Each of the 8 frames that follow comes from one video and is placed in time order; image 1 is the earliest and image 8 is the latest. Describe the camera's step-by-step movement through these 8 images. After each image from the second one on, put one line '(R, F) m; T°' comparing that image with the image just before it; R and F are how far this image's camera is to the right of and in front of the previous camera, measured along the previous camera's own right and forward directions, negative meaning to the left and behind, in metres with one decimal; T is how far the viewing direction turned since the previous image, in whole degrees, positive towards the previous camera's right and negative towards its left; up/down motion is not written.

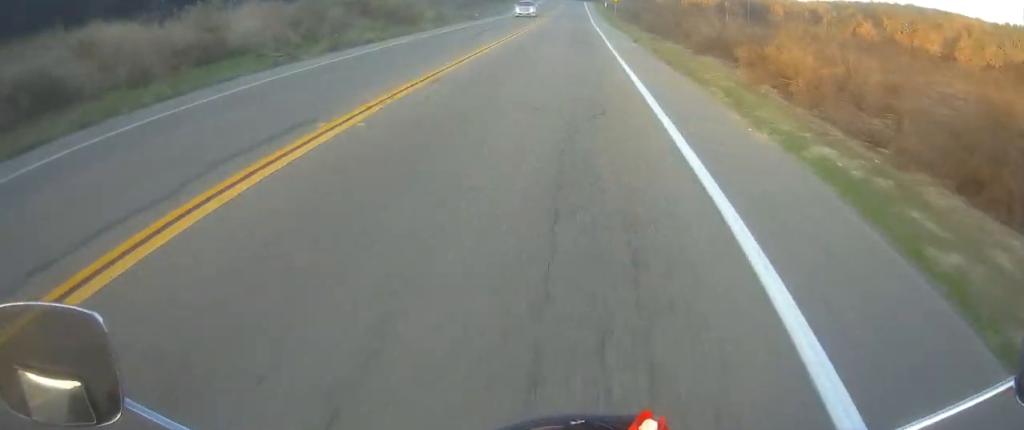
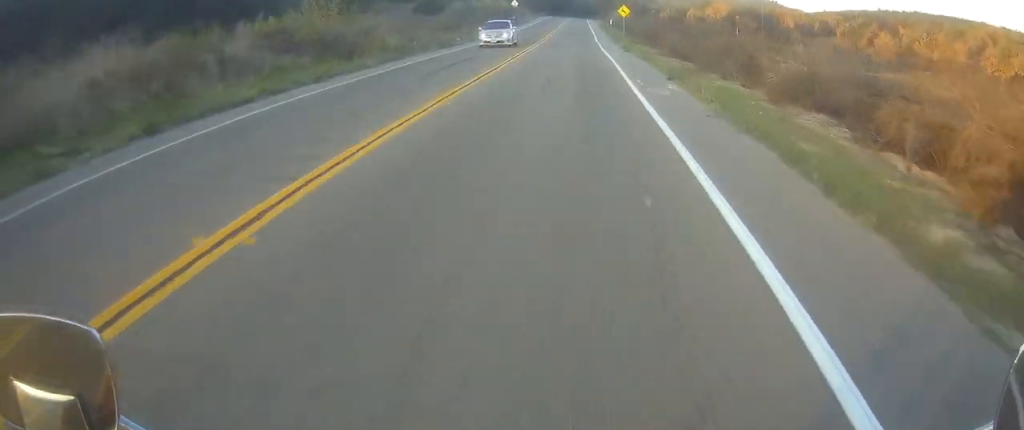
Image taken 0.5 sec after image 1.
(0.0, +10.5) m; 0°
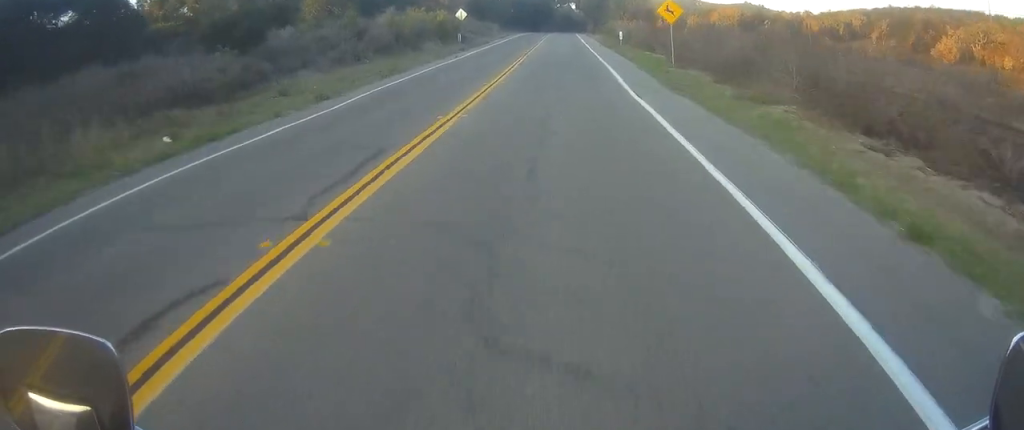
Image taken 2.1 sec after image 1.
(+0.1, +36.8) m; 0°
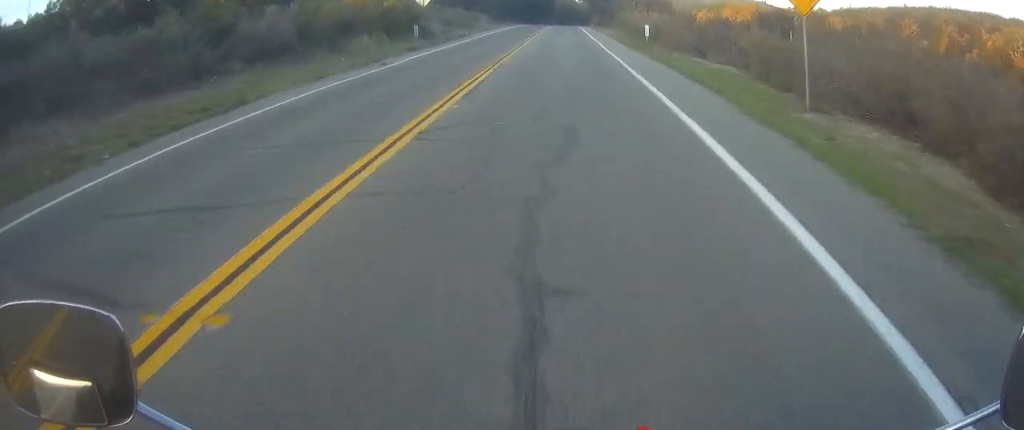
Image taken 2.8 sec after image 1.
(0.0, +16.1) m; 0°
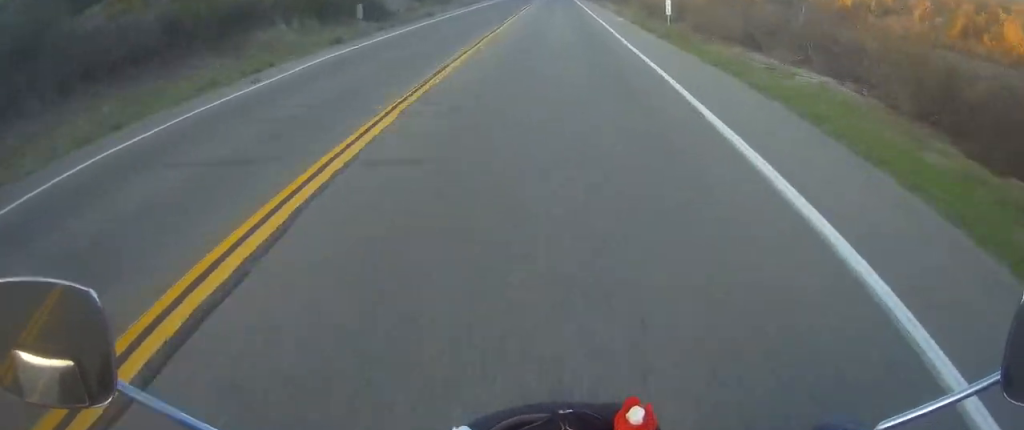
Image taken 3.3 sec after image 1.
(0.0, +9.5) m; +1°
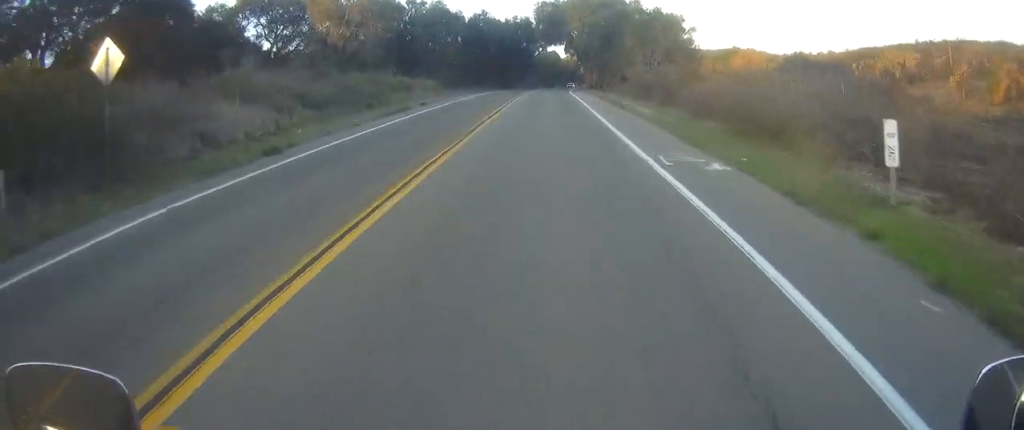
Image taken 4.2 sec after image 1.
(+0.1, +19.9) m; +1°
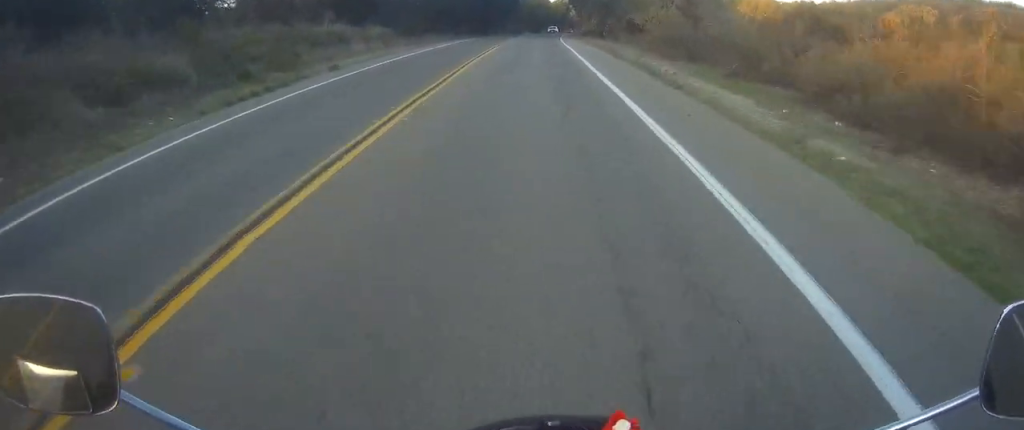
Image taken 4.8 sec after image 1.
(+0.2, +14.9) m; +1°
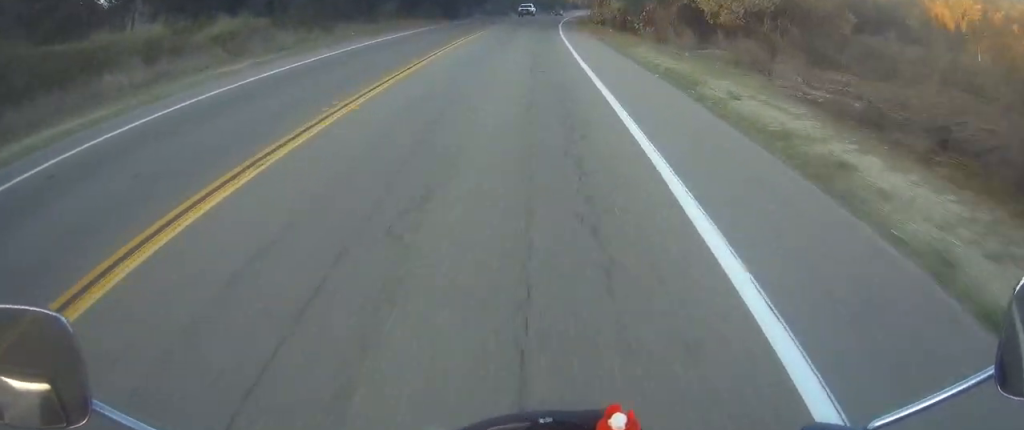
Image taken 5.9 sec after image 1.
(+0.1, +22.9) m; -1°
